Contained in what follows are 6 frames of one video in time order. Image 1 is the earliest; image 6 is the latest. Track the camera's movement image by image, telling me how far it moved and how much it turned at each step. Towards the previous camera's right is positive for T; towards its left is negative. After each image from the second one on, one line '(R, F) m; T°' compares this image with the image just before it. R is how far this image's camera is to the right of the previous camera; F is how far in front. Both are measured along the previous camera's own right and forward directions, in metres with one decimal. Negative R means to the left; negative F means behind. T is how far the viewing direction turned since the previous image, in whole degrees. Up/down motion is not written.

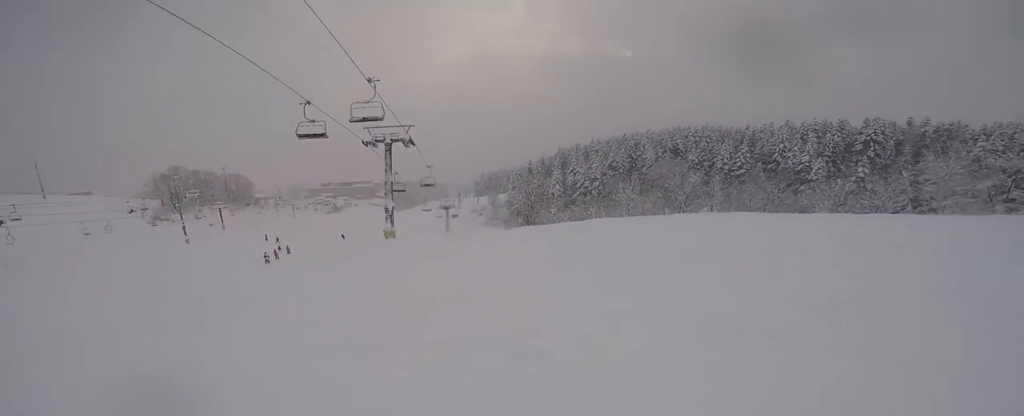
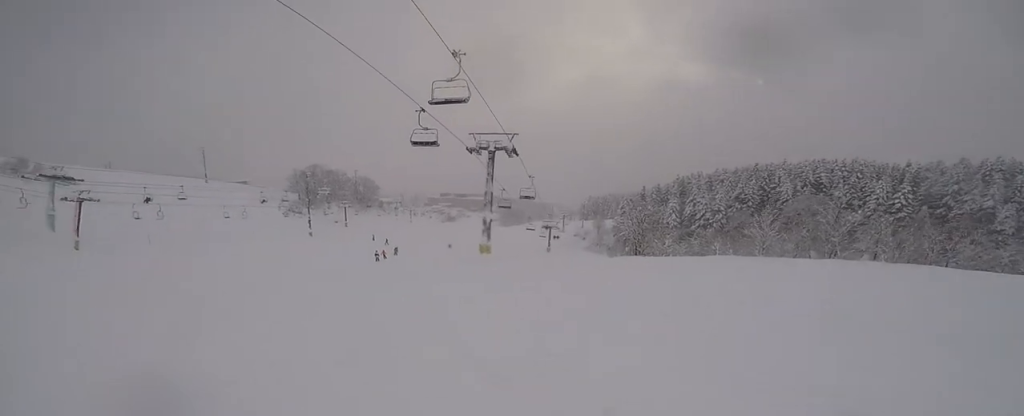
(+0.4, +4.4) m; -7°
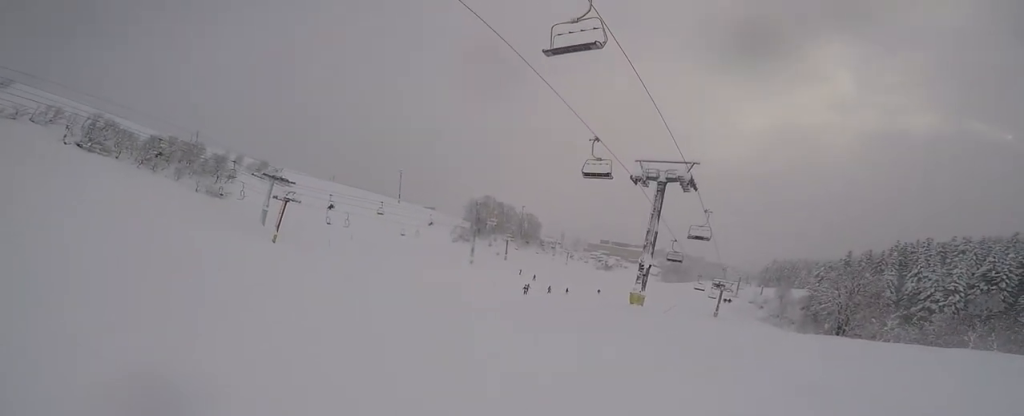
(-1.3, +5.4) m; -24°
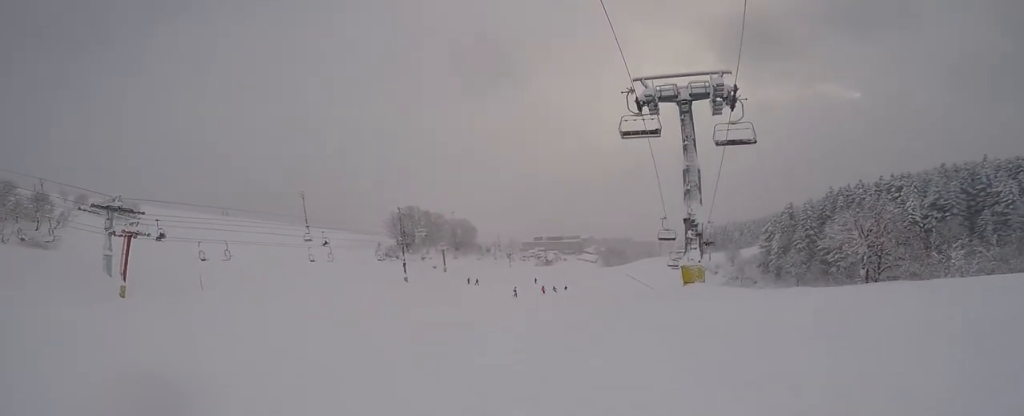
(-0.2, +15.5) m; -4°
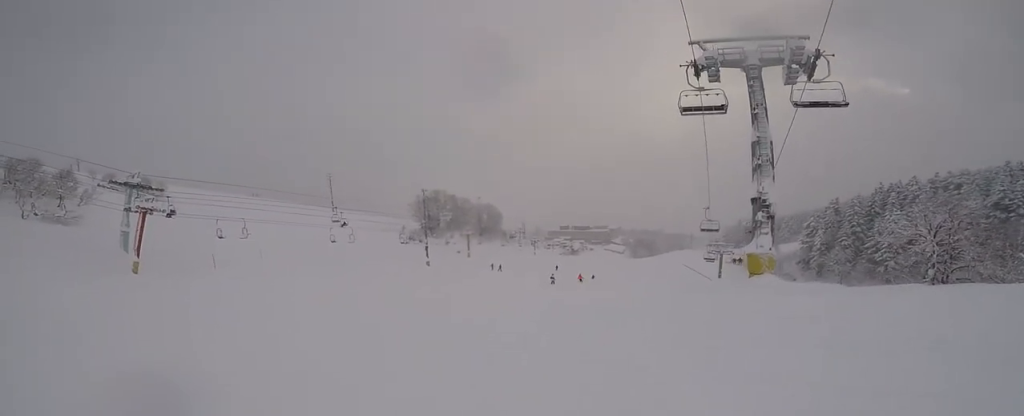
(0.0, +2.7) m; -6°
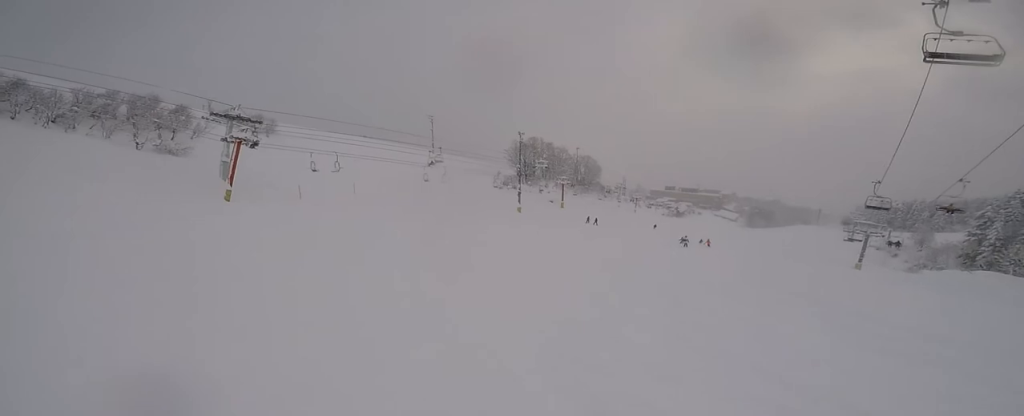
(-0.8, +4.8) m; -12°
